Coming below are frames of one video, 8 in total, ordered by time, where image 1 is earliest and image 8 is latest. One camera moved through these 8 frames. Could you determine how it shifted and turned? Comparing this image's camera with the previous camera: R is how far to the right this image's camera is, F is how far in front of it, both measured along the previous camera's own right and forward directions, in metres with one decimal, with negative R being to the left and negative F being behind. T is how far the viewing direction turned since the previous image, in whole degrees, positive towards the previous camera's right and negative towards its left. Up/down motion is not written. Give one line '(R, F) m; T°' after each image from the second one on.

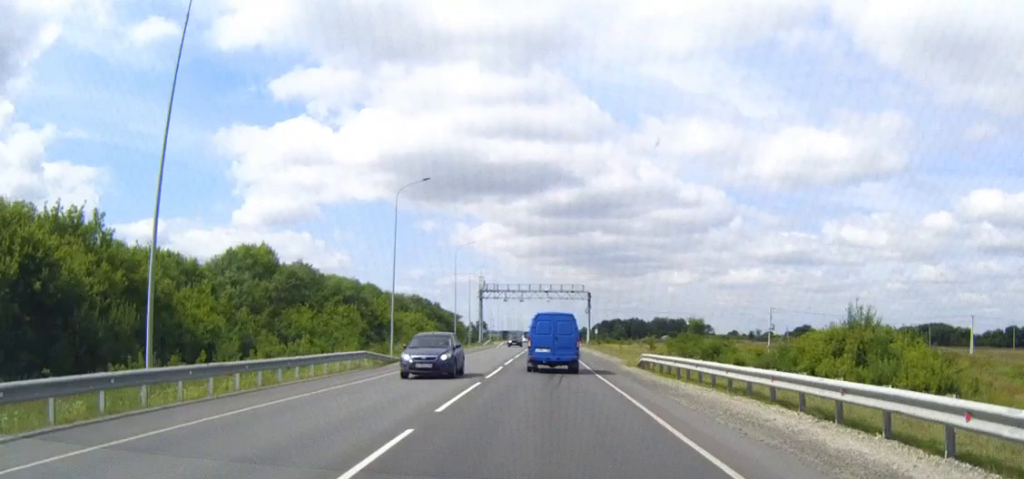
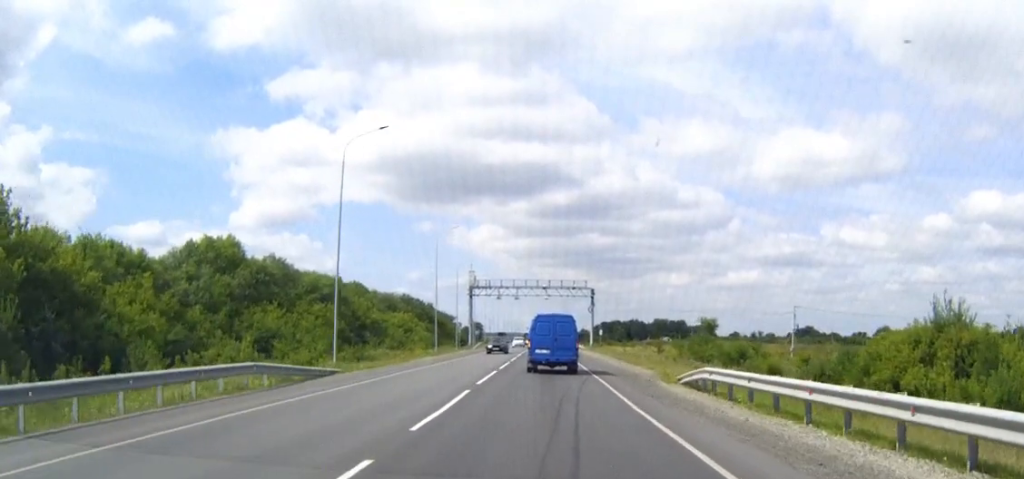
(0.0, +14.8) m; 0°
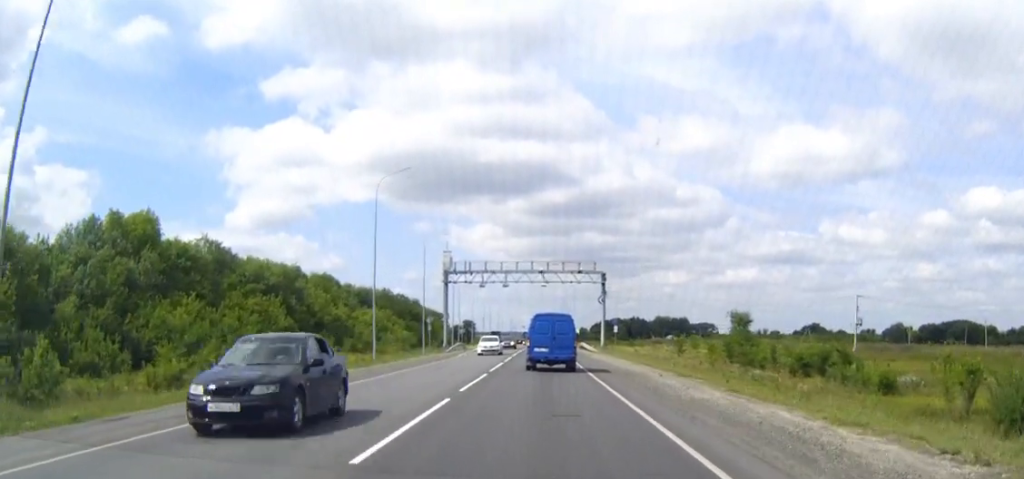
(0.0, +27.4) m; 0°
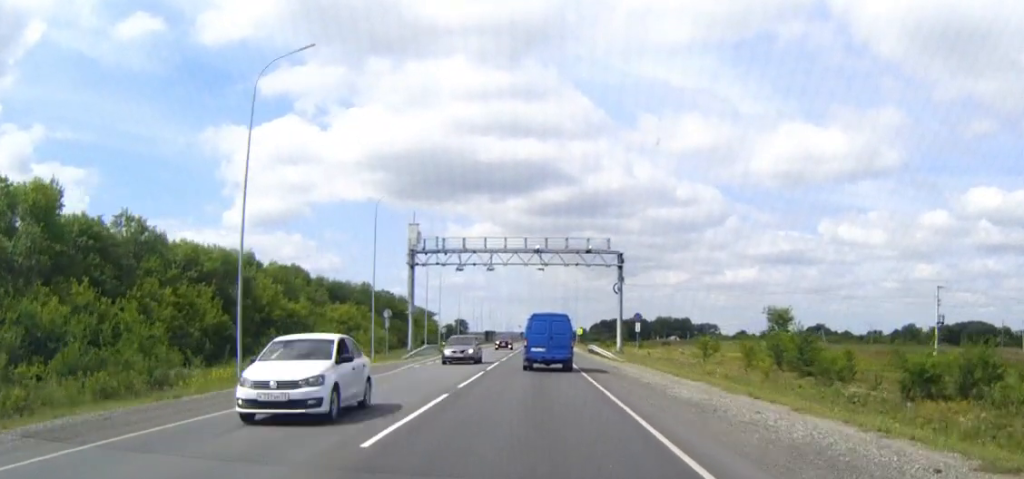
(0.0, +22.8) m; 0°
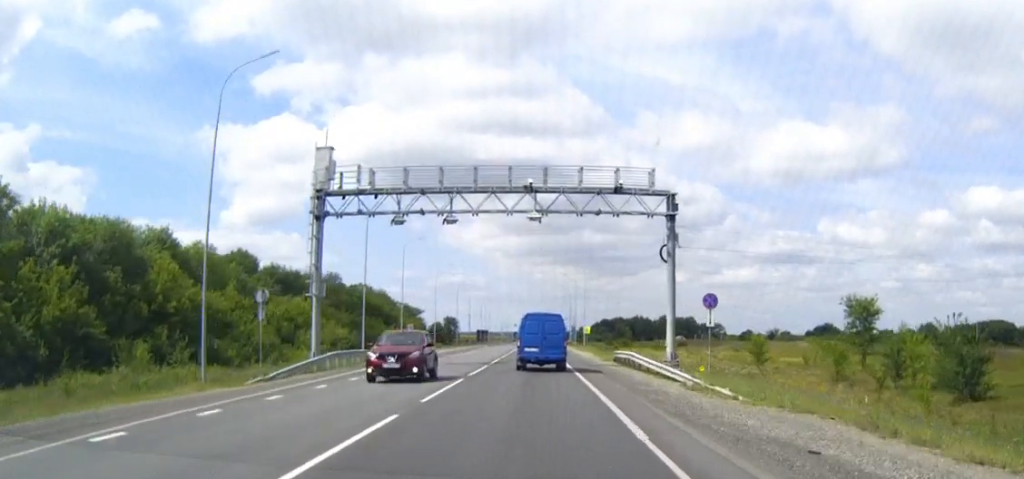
(0.0, +29.5) m; 0°
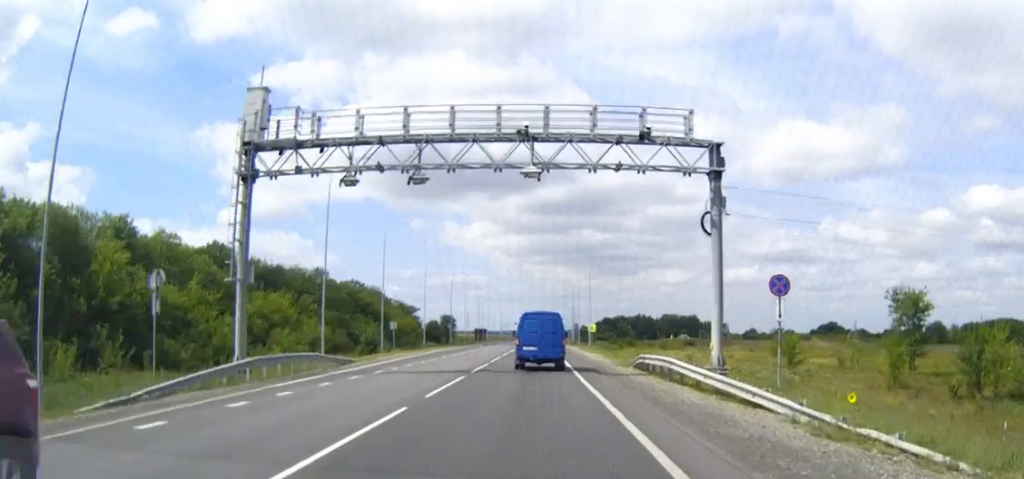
(0.0, +10.9) m; 0°
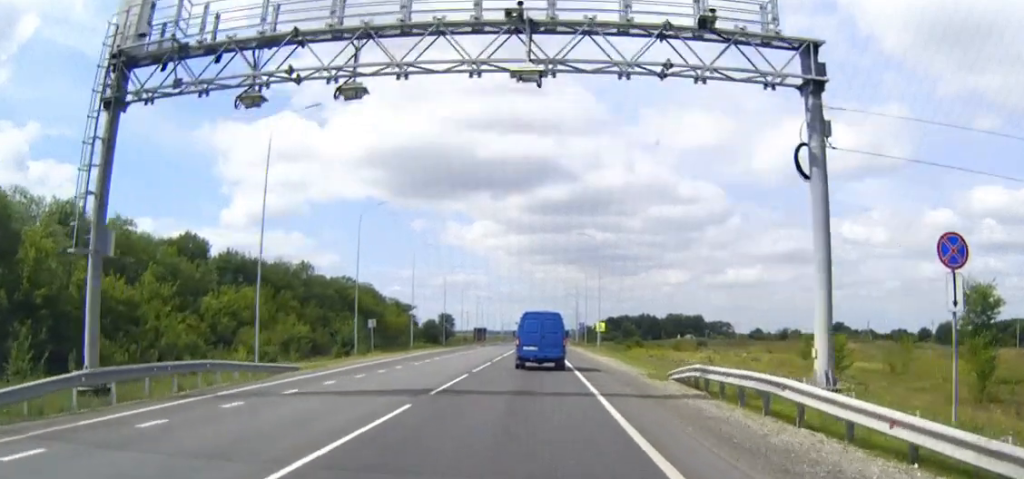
(0.0, +11.6) m; 0°
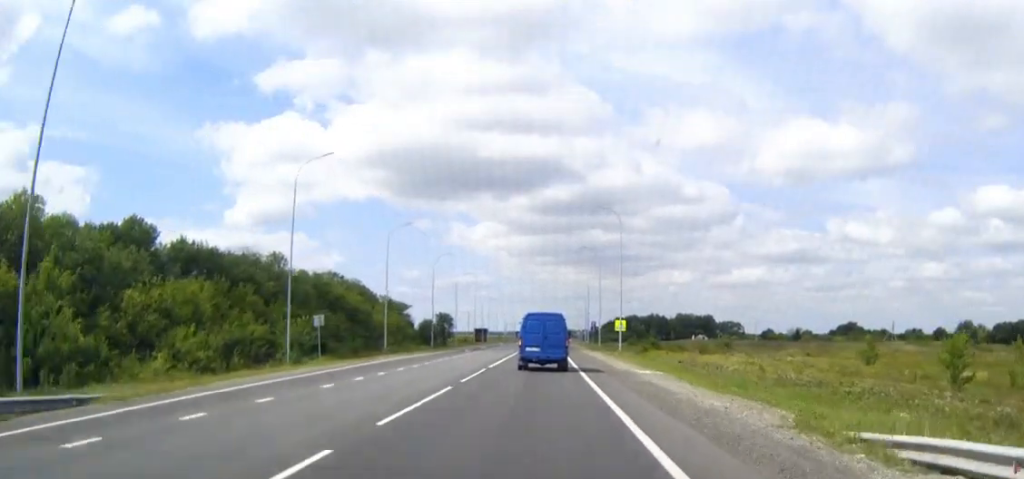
(0.0, +18.6) m; 0°
